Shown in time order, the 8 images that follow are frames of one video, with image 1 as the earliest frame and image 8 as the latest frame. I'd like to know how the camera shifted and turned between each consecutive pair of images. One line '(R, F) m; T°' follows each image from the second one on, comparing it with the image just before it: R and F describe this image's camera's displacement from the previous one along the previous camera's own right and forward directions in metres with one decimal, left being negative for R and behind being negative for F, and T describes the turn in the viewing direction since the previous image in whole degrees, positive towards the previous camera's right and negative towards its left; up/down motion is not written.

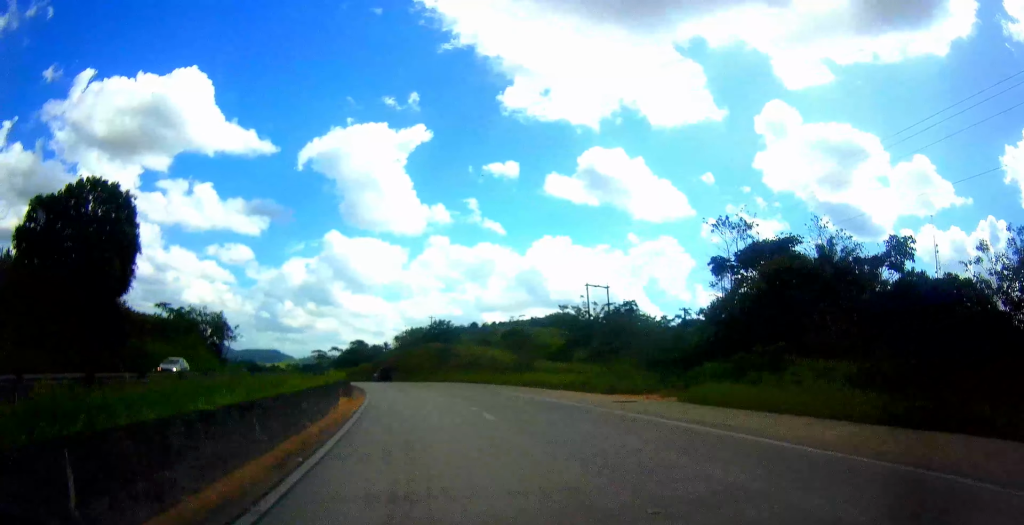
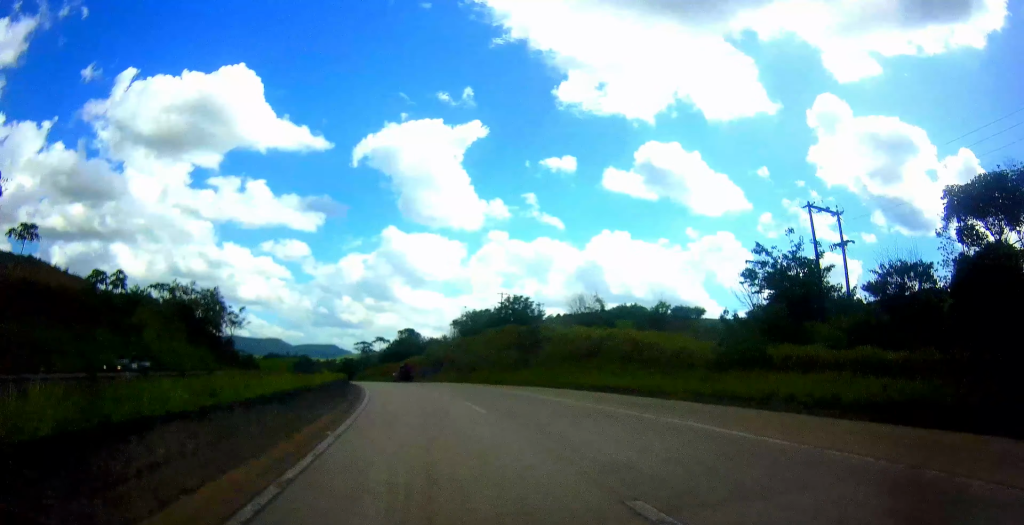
(-1.2, +28.6) m; -4°
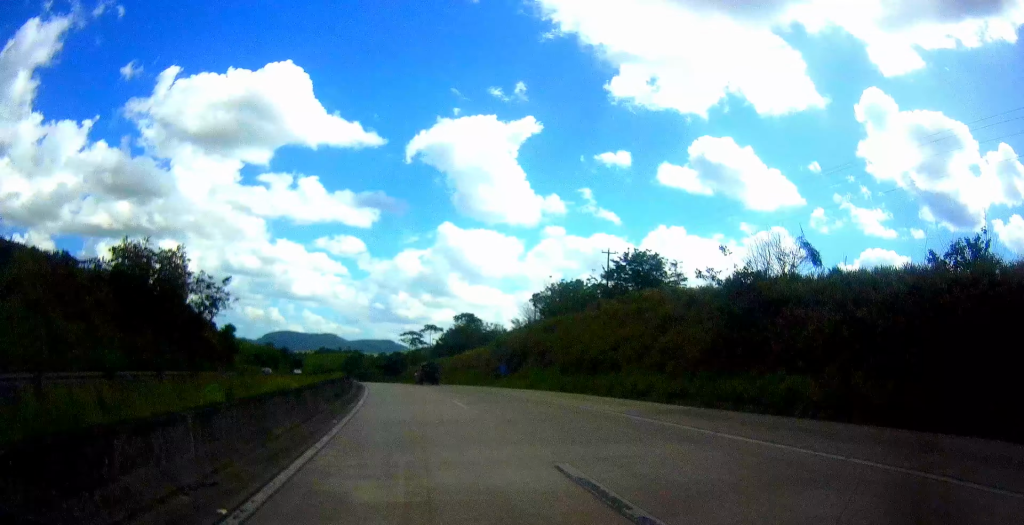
(-0.8, +28.0) m; -4°
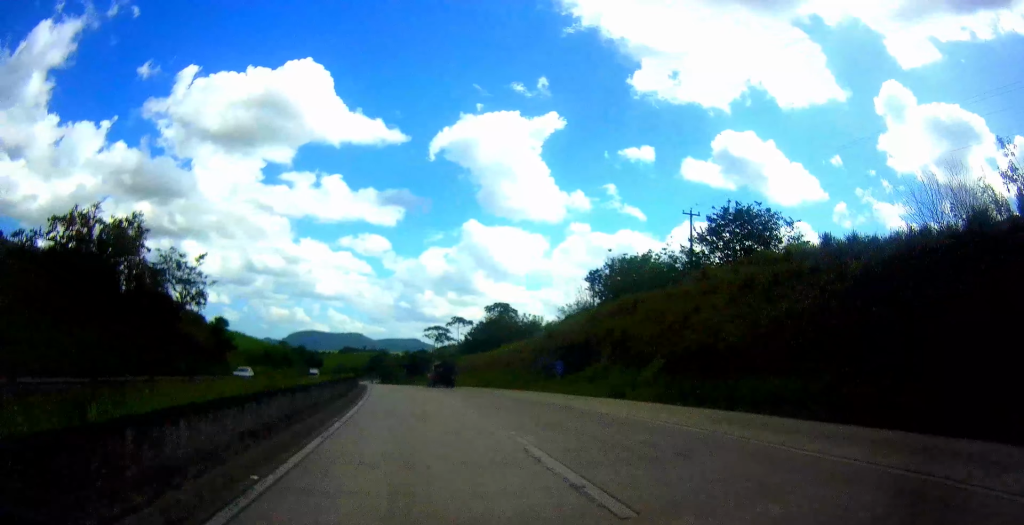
(-0.1, +13.7) m; -3°
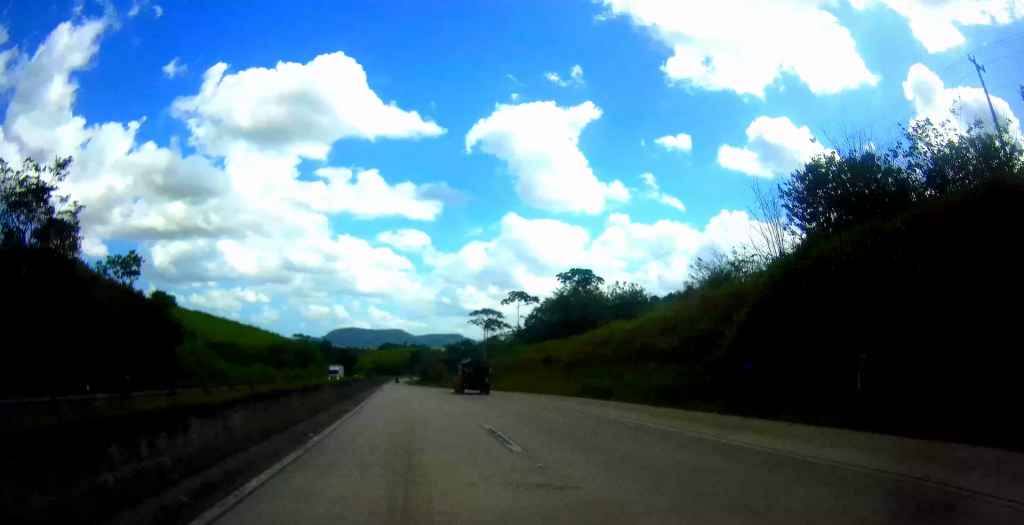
(-1.5, +26.4) m; -6°
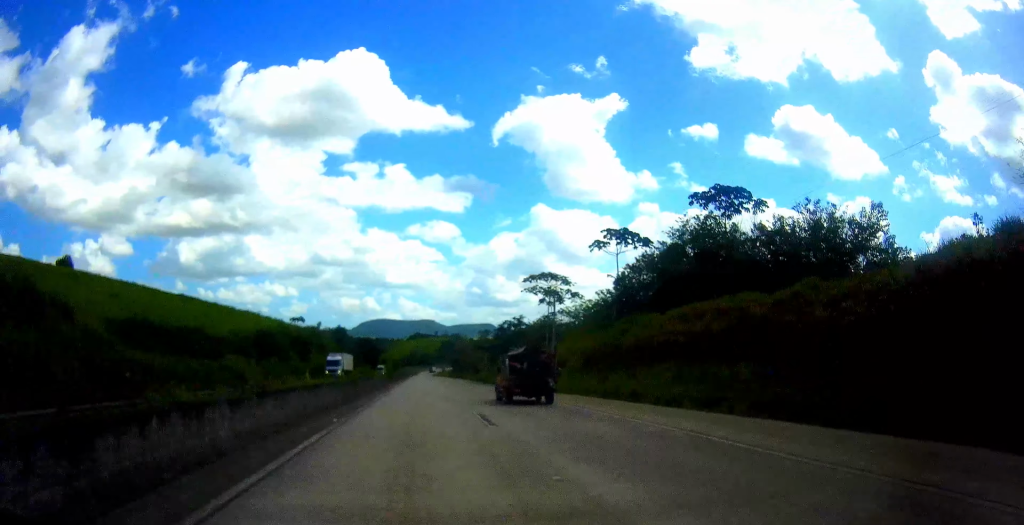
(-1.5, +28.2) m; -5°
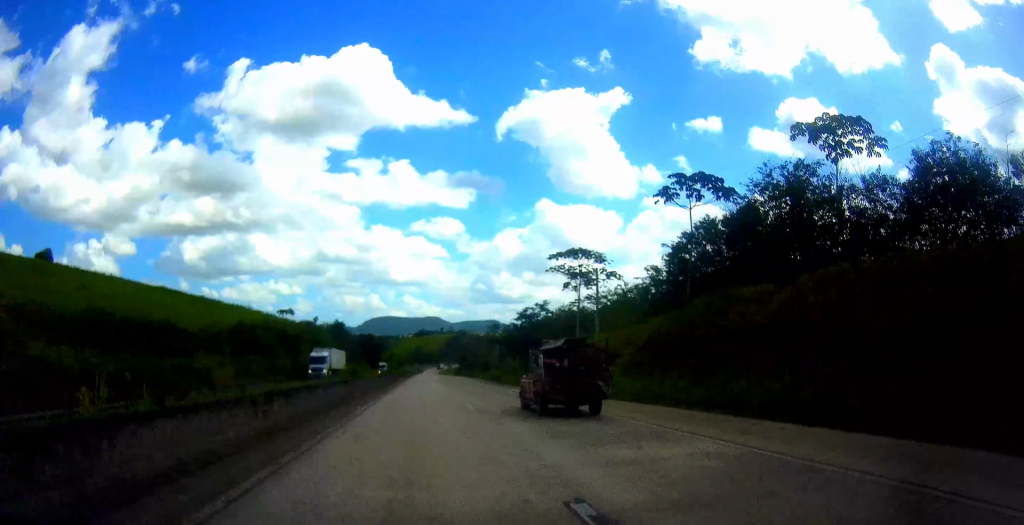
(-0.1, +11.9) m; -1°
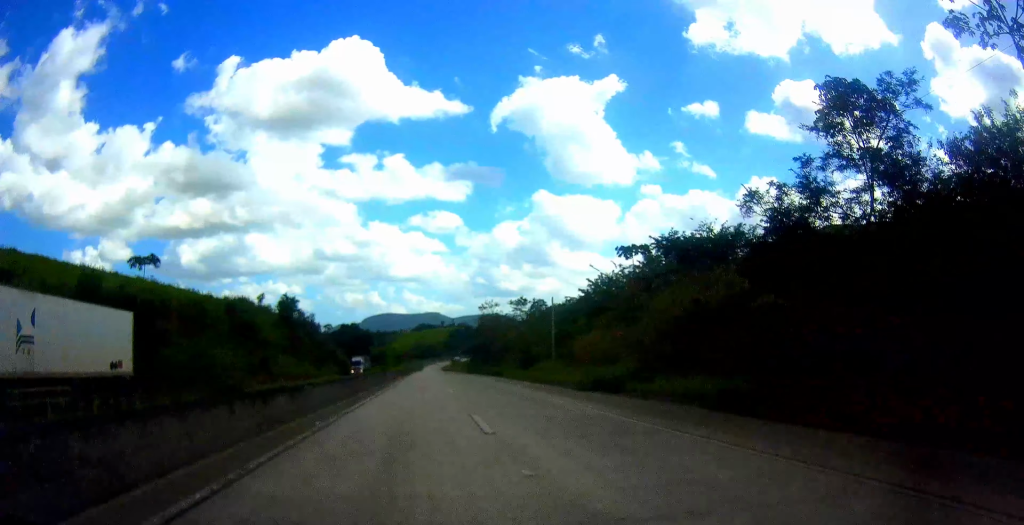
(-0.7, +48.4) m; -2°
